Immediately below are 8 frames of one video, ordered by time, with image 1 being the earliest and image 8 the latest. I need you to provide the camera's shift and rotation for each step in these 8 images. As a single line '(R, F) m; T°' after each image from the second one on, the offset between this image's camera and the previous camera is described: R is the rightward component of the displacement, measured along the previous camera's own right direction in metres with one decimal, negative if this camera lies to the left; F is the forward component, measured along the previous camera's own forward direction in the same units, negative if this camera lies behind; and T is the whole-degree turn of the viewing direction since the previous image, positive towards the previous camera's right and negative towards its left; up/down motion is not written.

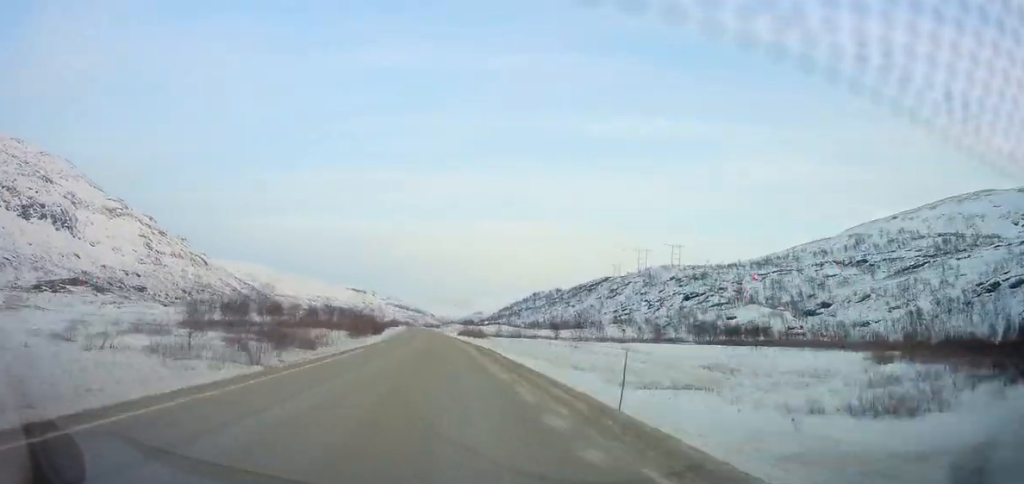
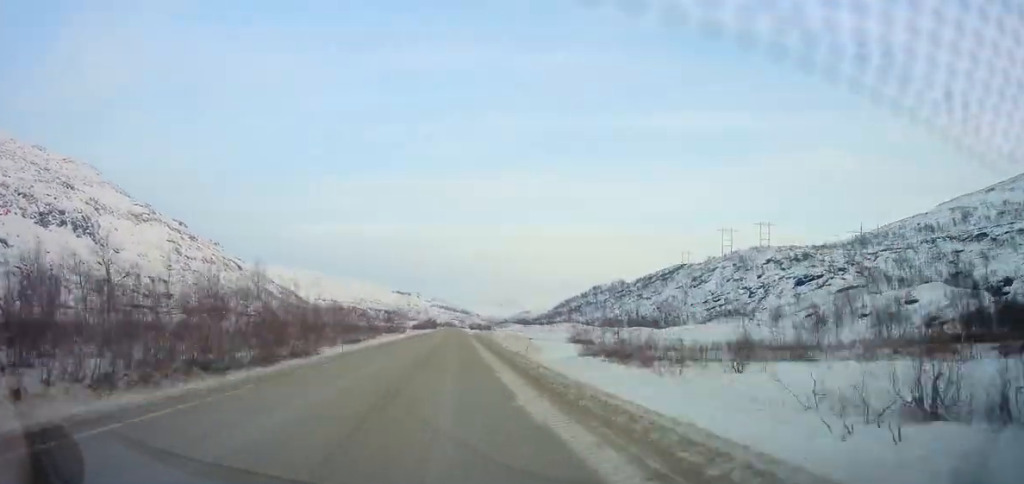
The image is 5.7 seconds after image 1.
(-0.2, +96.9) m; 0°
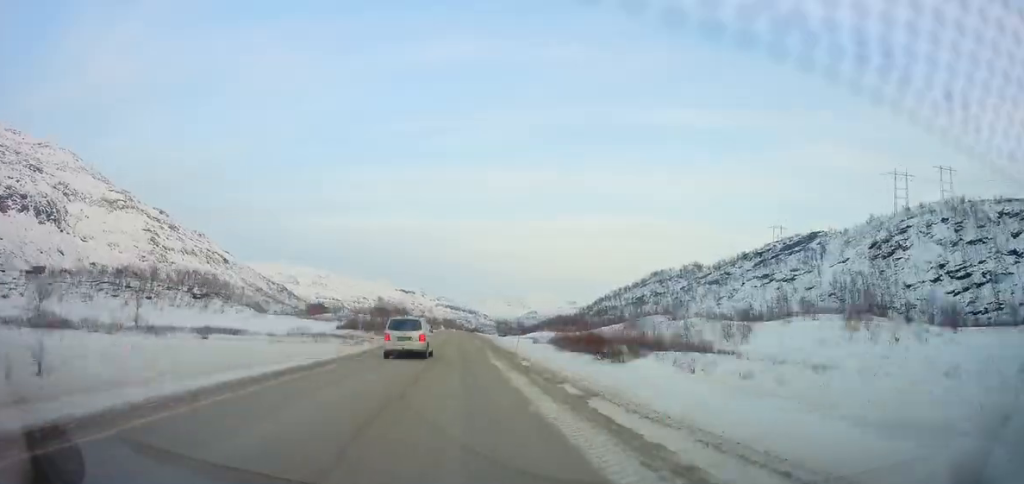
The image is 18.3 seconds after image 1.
(+1.4, +240.6) m; +3°
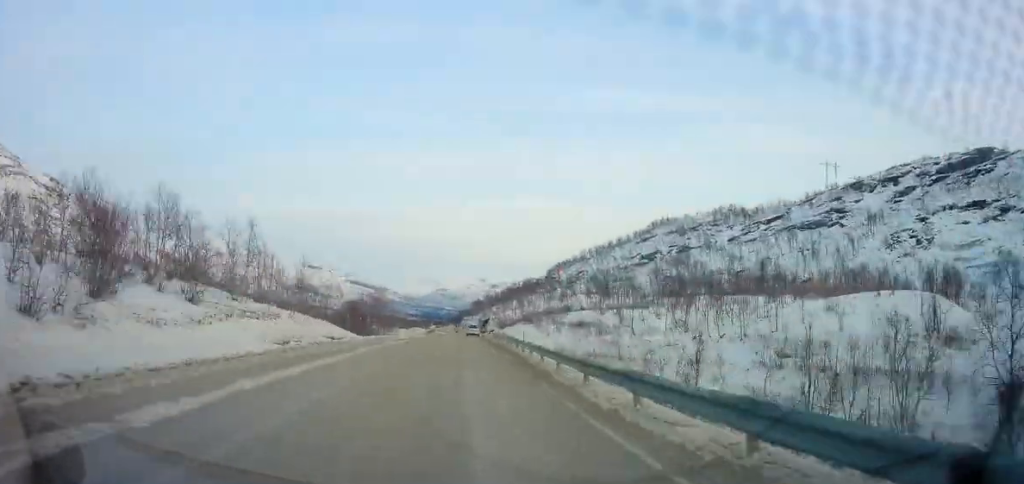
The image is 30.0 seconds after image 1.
(+11.6, +237.3) m; +4°
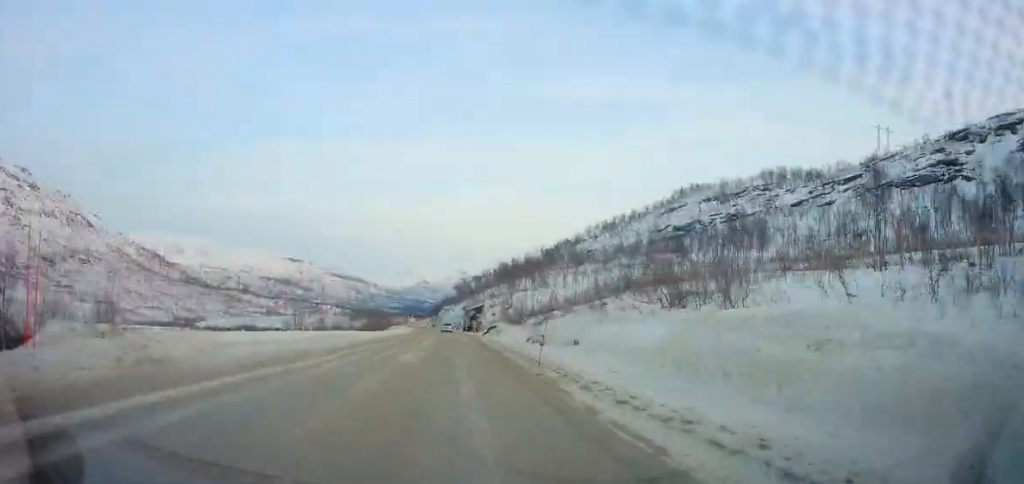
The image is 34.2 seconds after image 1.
(+0.7, +87.8) m; 0°
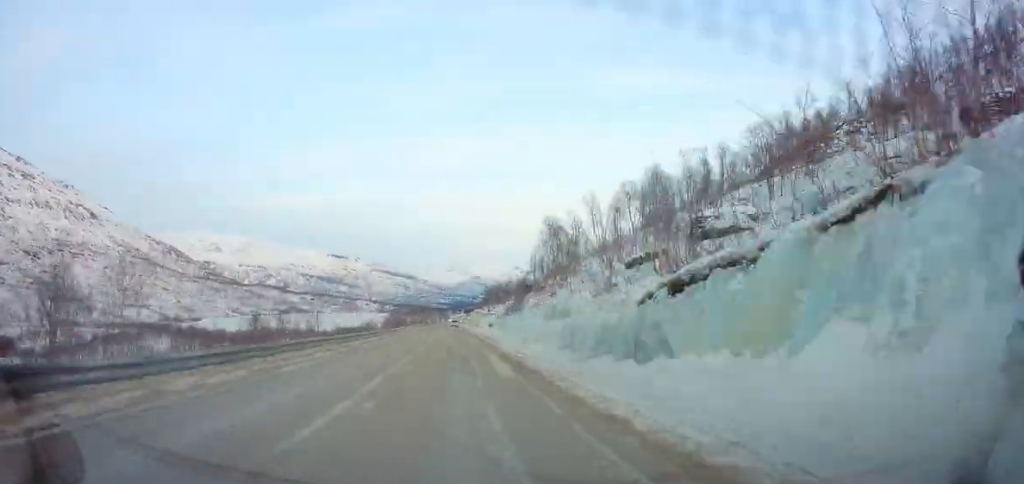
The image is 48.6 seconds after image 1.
(-6.9, +305.9) m; -1°
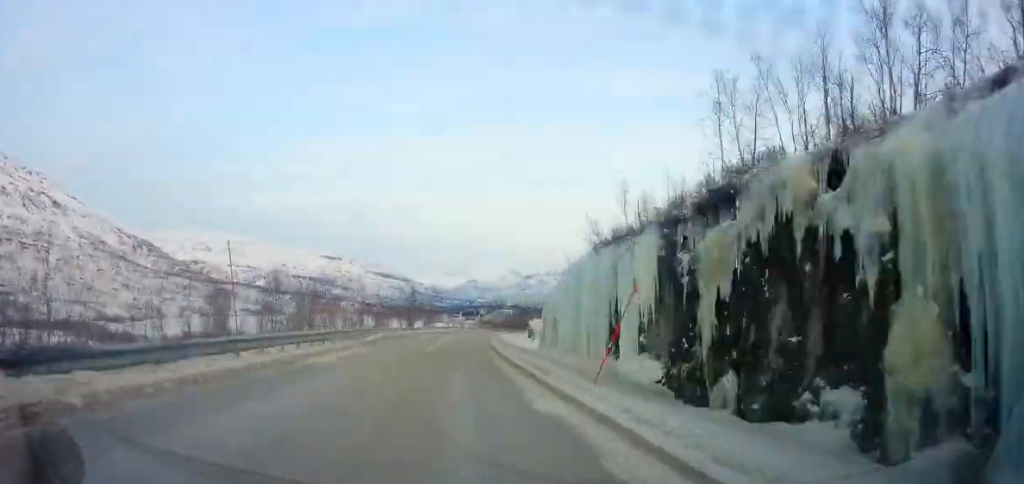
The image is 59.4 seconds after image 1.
(+4.0, +232.2) m; +8°
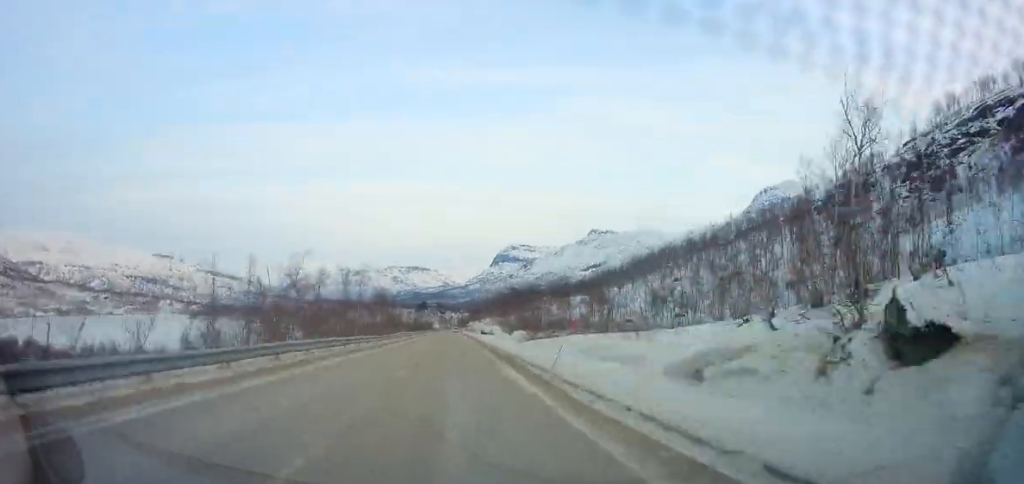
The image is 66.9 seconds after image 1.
(+18.7, +161.9) m; +6°
